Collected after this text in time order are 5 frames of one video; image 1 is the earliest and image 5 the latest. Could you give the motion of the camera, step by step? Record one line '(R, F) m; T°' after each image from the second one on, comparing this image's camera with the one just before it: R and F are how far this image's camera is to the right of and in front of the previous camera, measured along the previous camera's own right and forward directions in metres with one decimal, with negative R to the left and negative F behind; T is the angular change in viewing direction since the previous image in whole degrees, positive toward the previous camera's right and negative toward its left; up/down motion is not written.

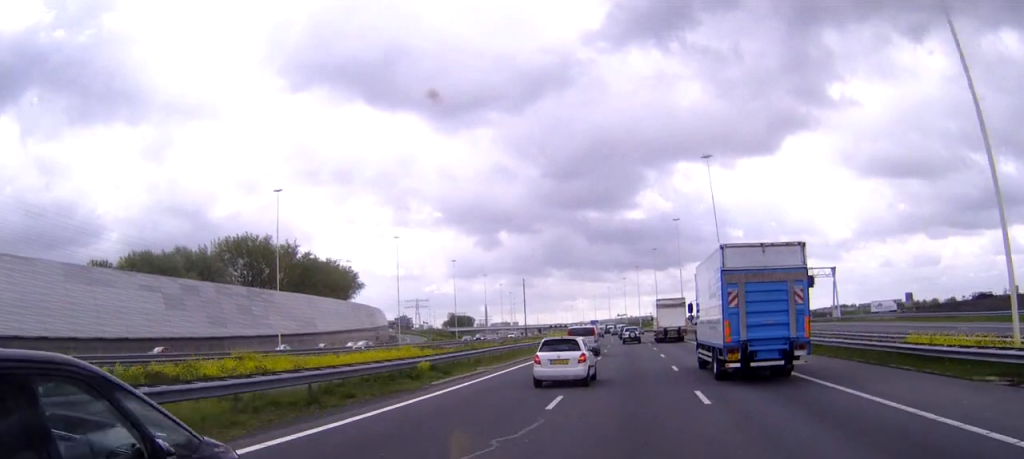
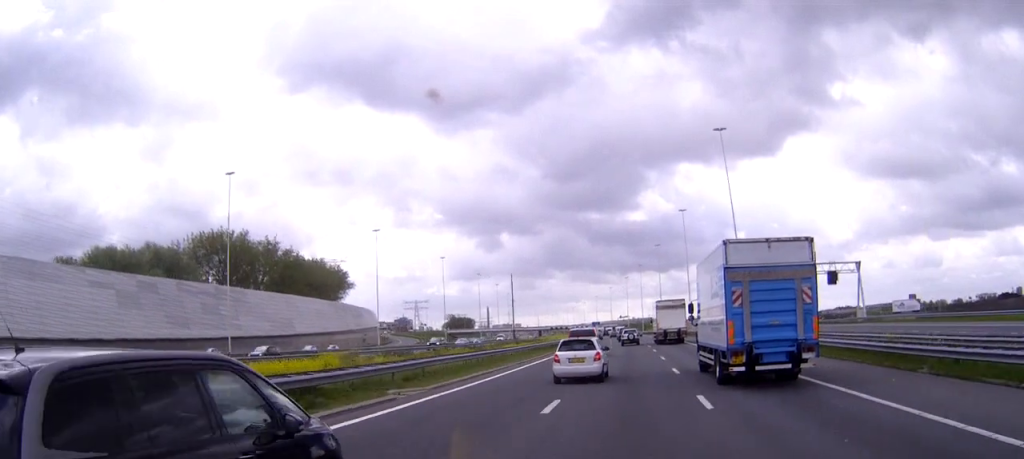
(+0.1, +12.4) m; 0°
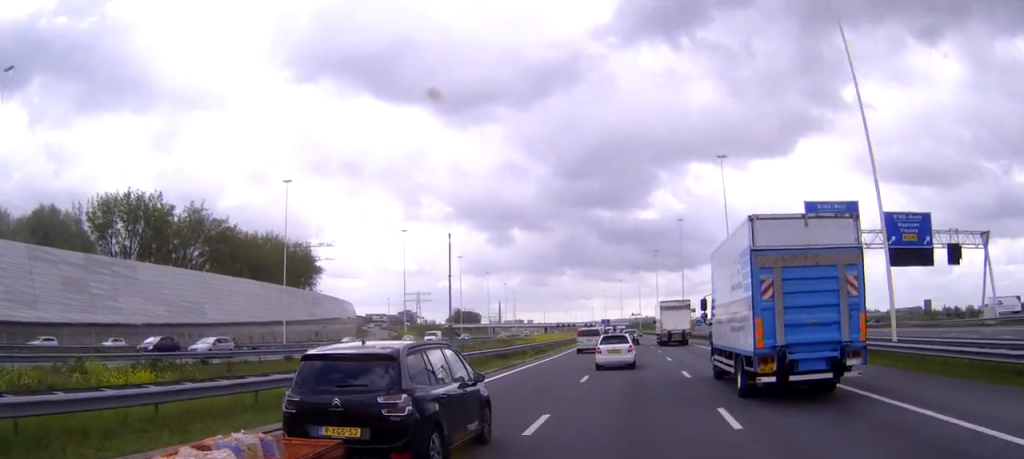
(-0.4, +38.5) m; -1°
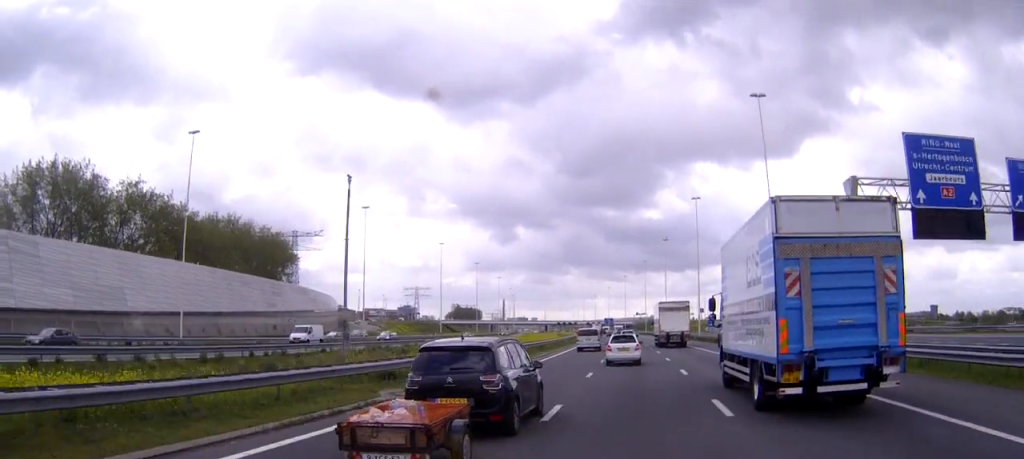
(-0.1, +22.9) m; -1°
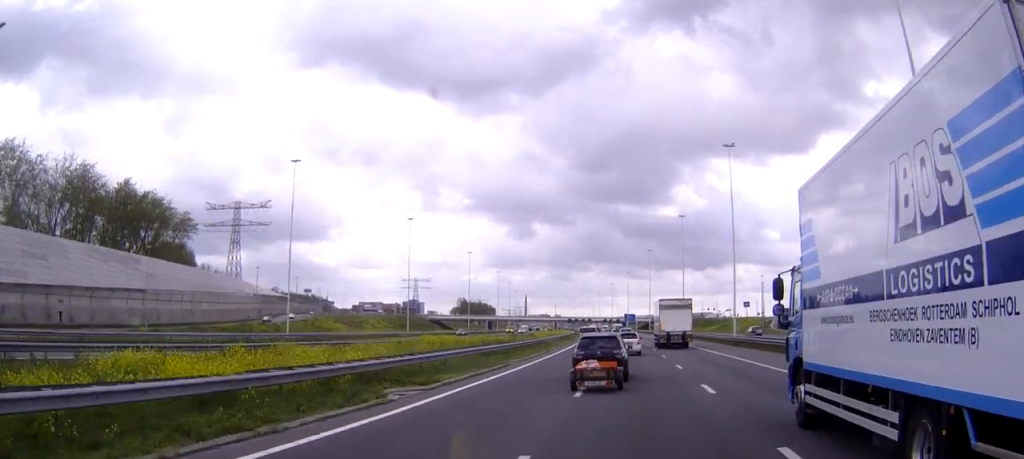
(-1.3, +80.1) m; -2°
